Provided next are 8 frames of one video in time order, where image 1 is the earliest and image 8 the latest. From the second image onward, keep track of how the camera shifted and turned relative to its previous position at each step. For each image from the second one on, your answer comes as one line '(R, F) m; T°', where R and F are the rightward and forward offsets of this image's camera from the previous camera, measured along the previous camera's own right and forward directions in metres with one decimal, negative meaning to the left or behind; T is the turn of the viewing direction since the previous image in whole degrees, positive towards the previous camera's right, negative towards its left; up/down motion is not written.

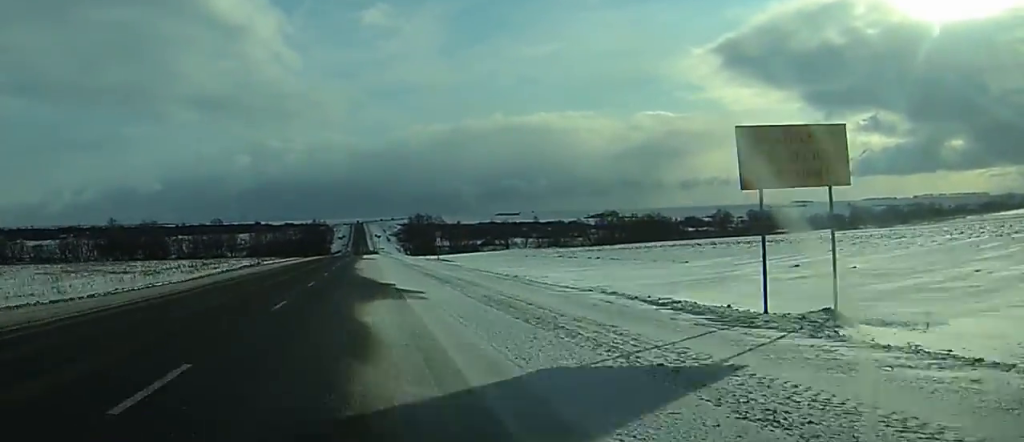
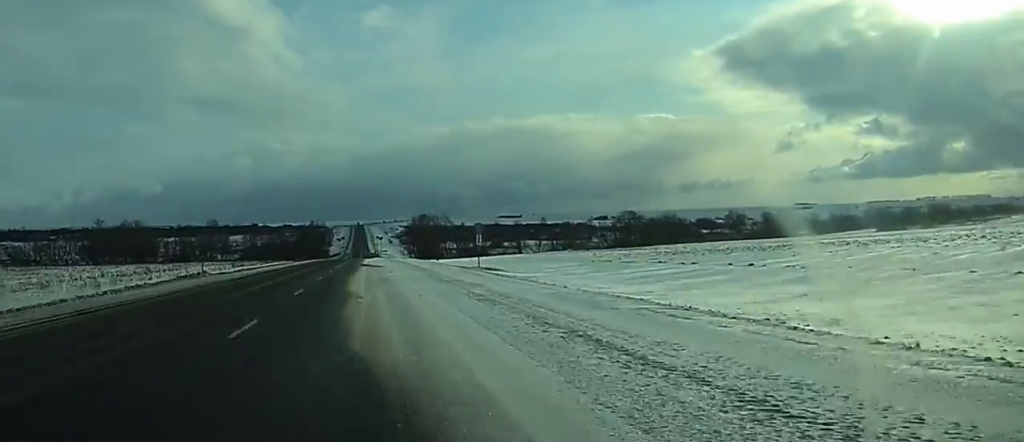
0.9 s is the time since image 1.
(+0.1, +29.7) m; 0°
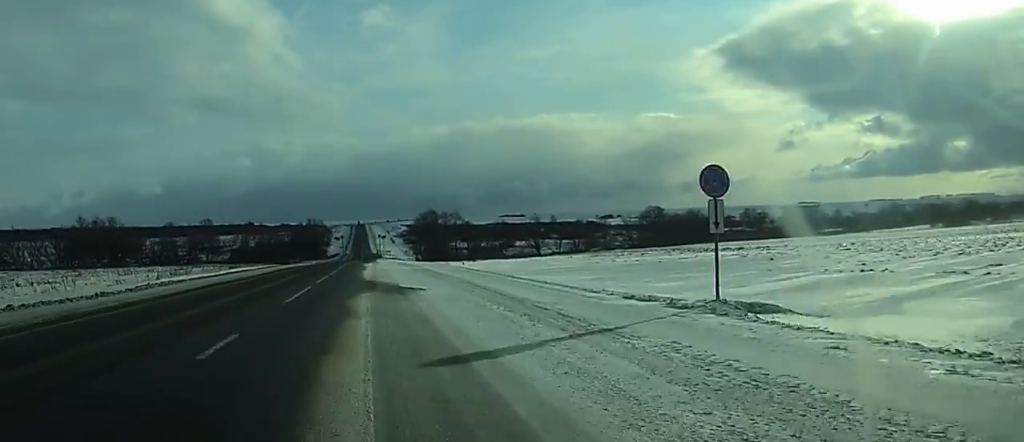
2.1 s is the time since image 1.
(+0.1, +38.4) m; 0°
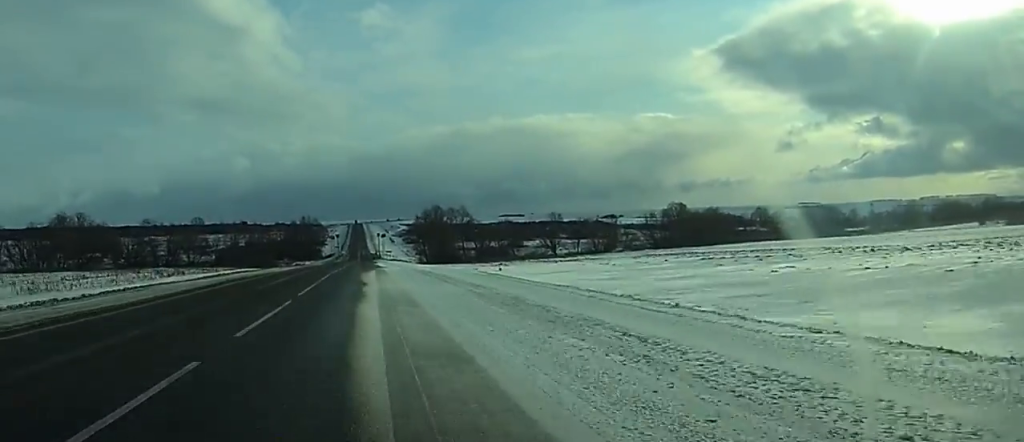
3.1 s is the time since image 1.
(0.0, +32.8) m; 0°
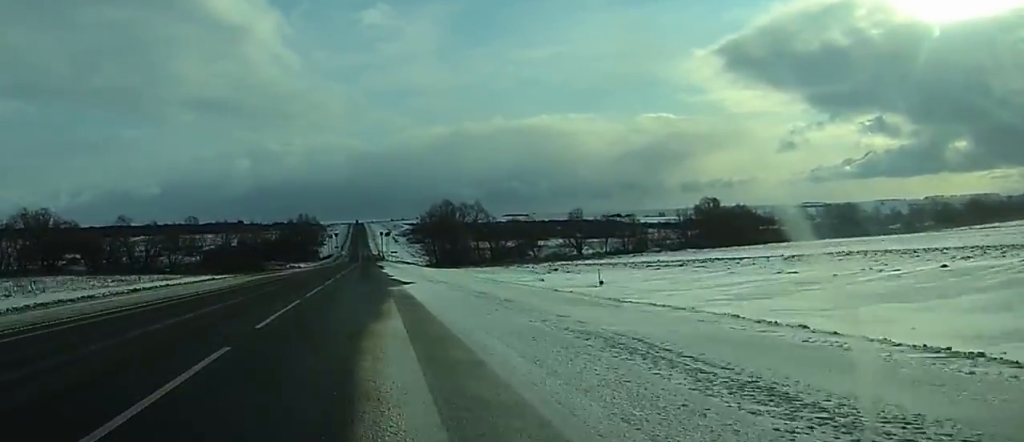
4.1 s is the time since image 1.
(0.0, +34.7) m; 0°
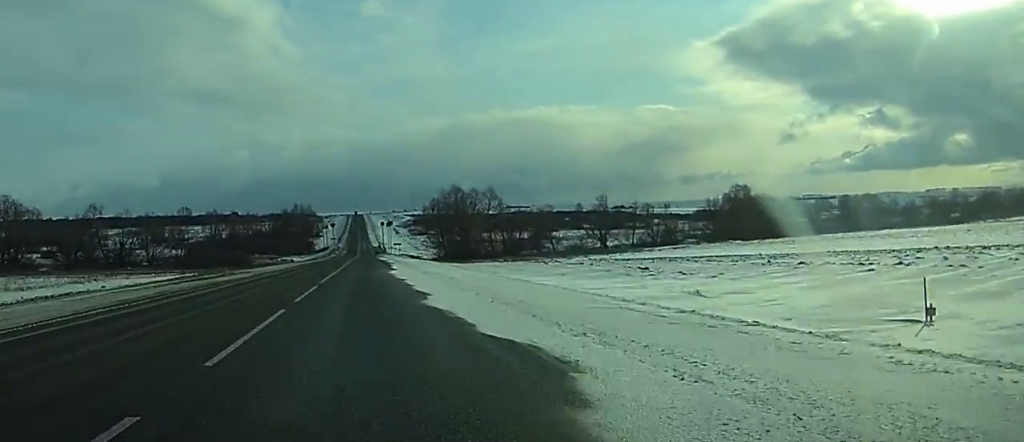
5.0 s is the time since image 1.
(0.0, +29.1) m; 0°
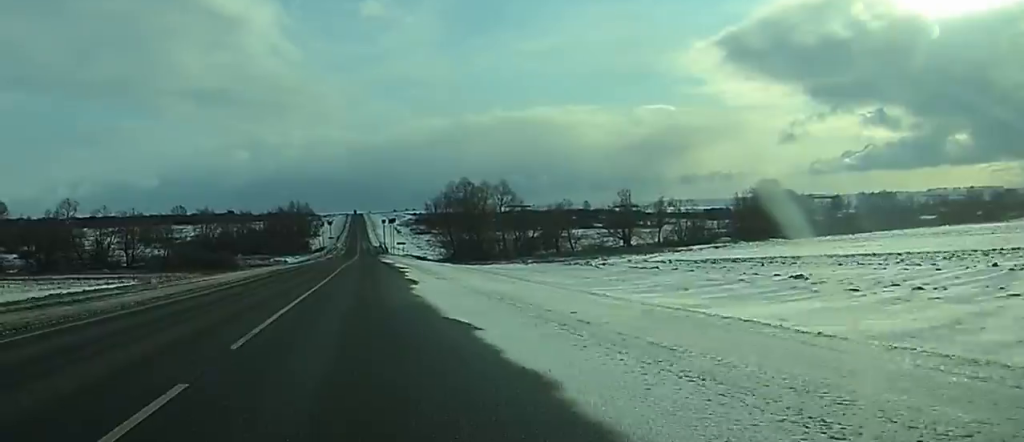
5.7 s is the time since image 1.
(0.0, +22.5) m; 0°
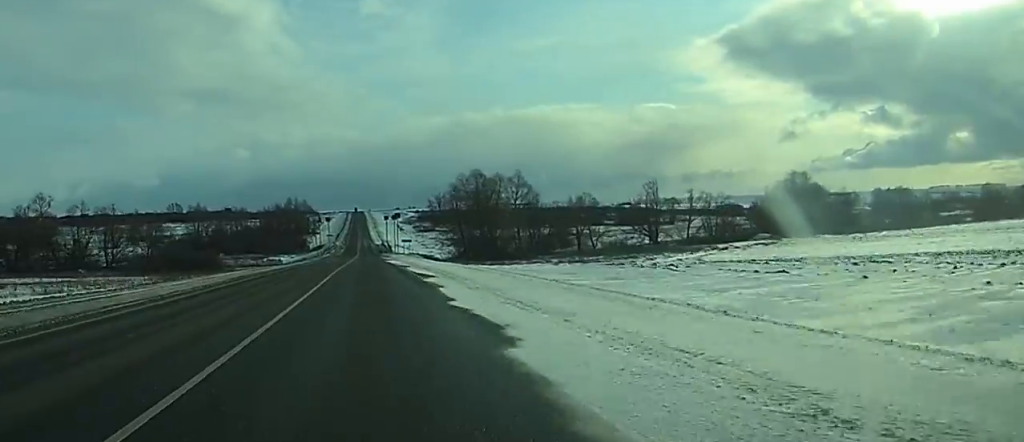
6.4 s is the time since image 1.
(0.0, +20.3) m; 0°
